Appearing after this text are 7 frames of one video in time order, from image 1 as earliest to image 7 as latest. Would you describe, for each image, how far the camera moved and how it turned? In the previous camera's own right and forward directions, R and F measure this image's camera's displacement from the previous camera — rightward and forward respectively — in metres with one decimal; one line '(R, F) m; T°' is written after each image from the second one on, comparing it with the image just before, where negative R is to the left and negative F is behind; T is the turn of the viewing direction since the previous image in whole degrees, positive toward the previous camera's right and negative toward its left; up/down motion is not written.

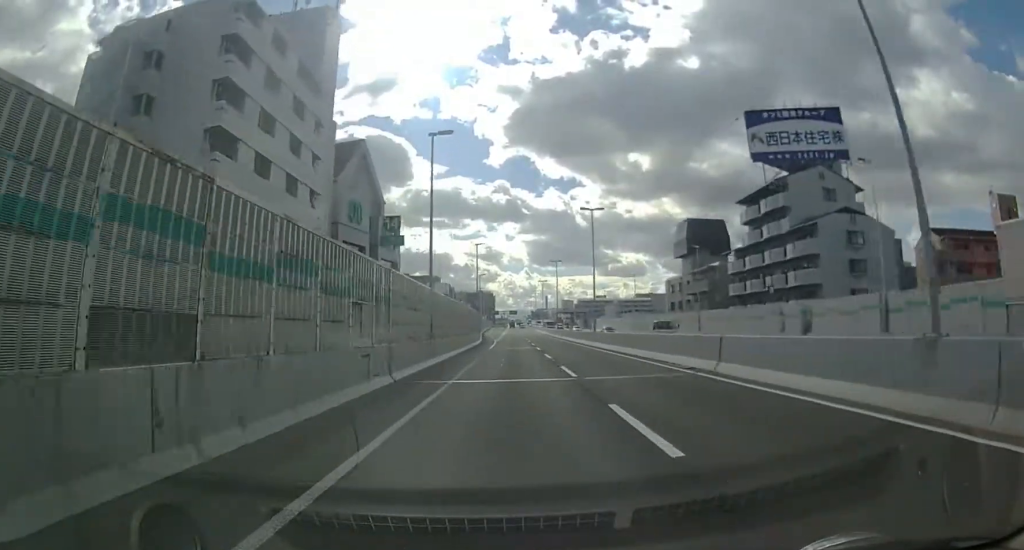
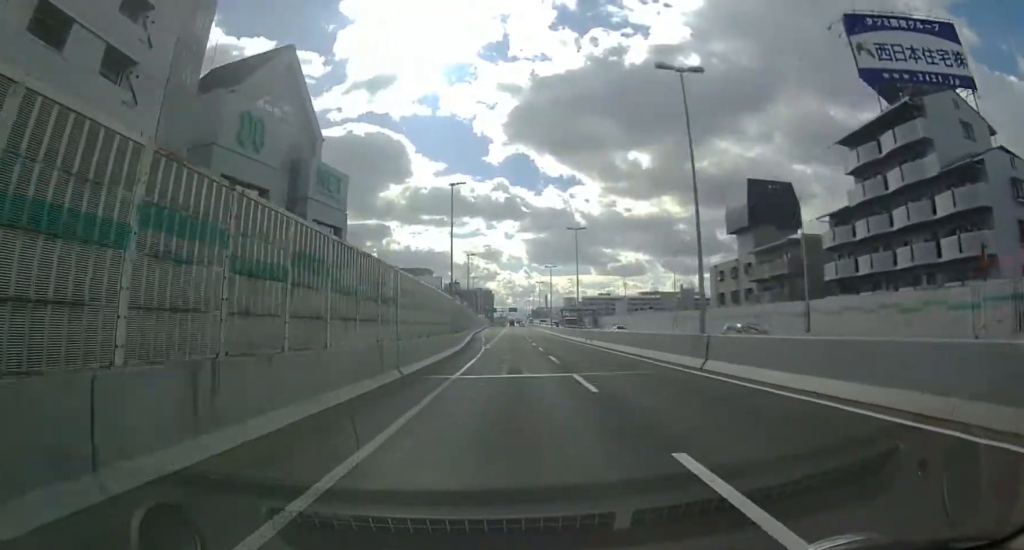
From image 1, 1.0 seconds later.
(+0.2, +23.1) m; 0°
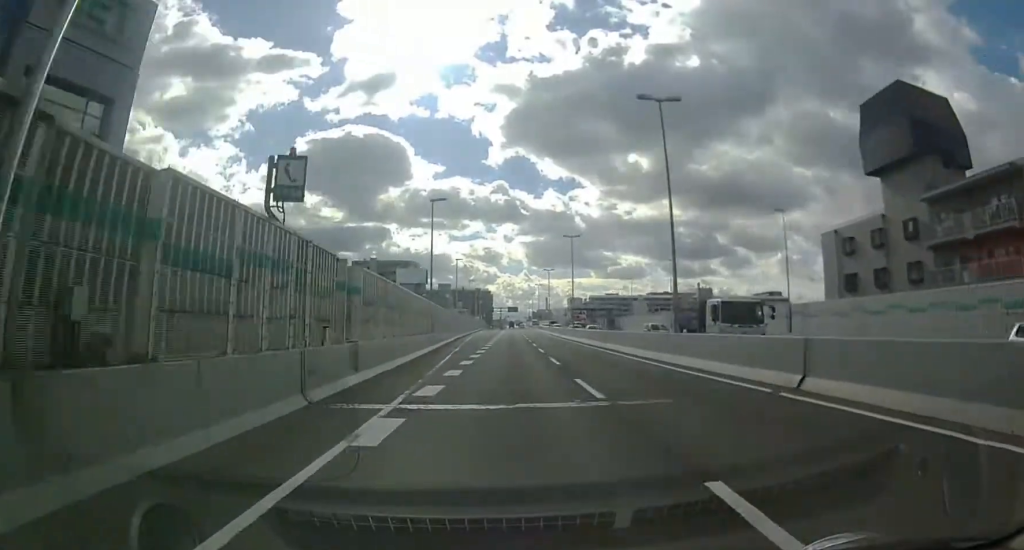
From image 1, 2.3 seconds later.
(-0.2, +30.8) m; 0°
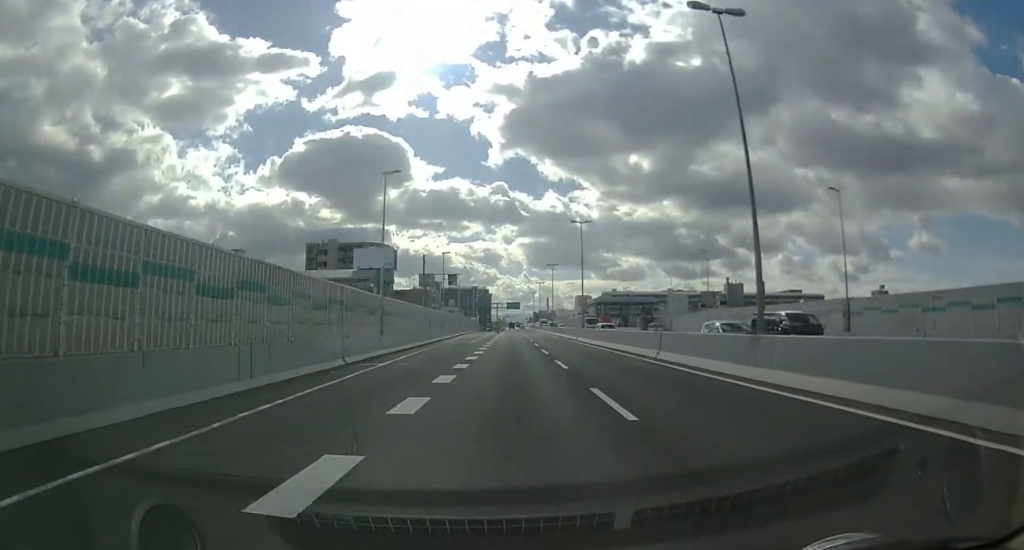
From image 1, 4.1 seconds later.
(+0.3, +42.8) m; 0°
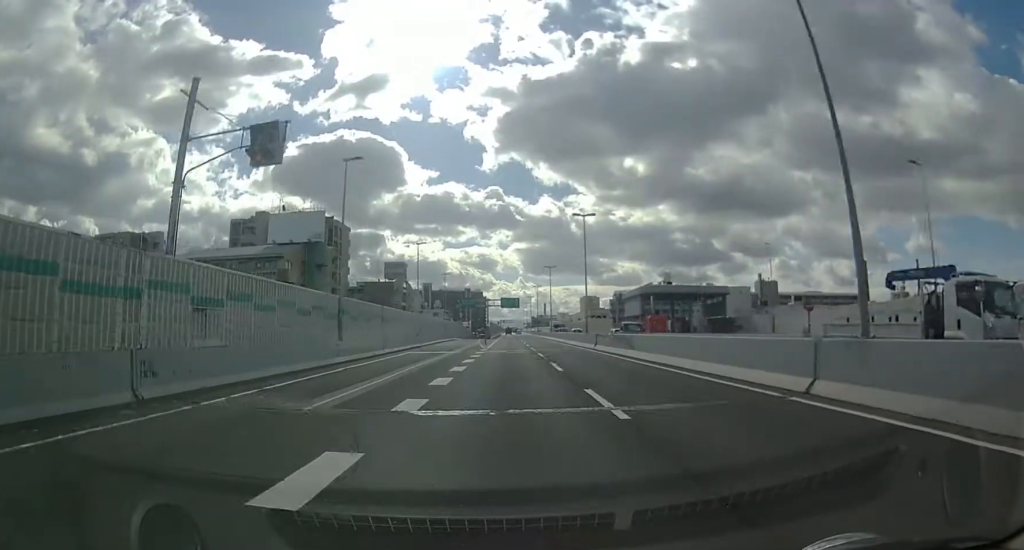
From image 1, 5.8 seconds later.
(-0.3, +39.5) m; -1°
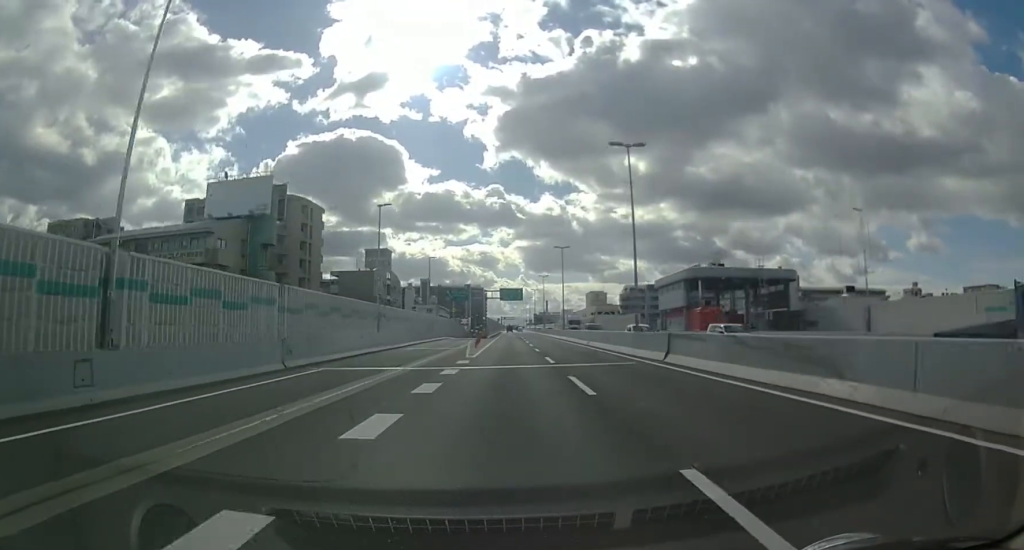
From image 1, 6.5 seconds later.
(-0.1, +17.6) m; 0°
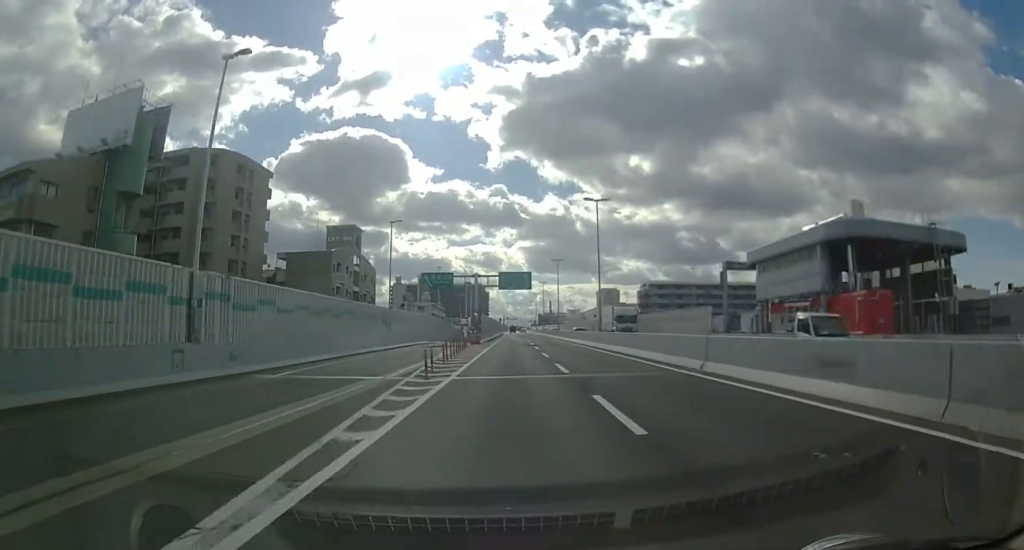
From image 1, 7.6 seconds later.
(+0.2, +23.8) m; 0°
